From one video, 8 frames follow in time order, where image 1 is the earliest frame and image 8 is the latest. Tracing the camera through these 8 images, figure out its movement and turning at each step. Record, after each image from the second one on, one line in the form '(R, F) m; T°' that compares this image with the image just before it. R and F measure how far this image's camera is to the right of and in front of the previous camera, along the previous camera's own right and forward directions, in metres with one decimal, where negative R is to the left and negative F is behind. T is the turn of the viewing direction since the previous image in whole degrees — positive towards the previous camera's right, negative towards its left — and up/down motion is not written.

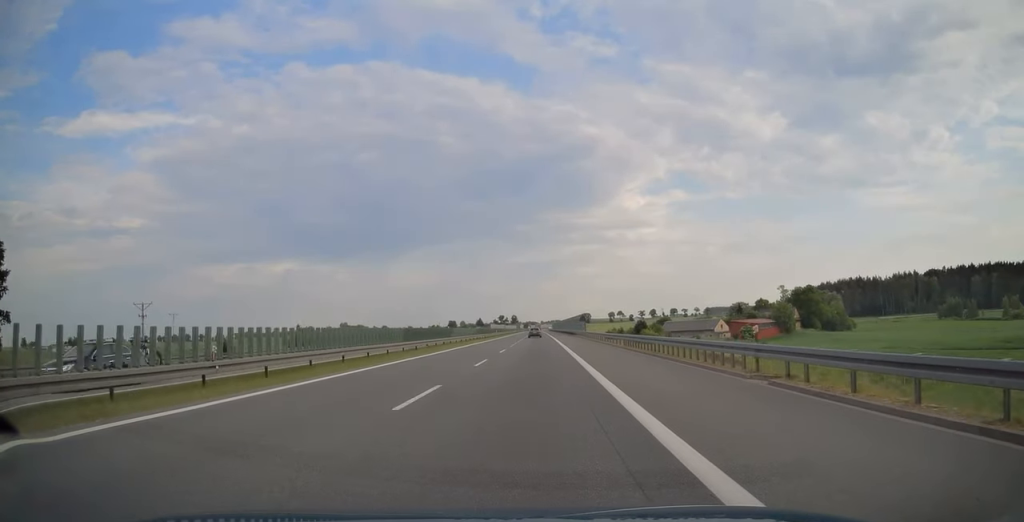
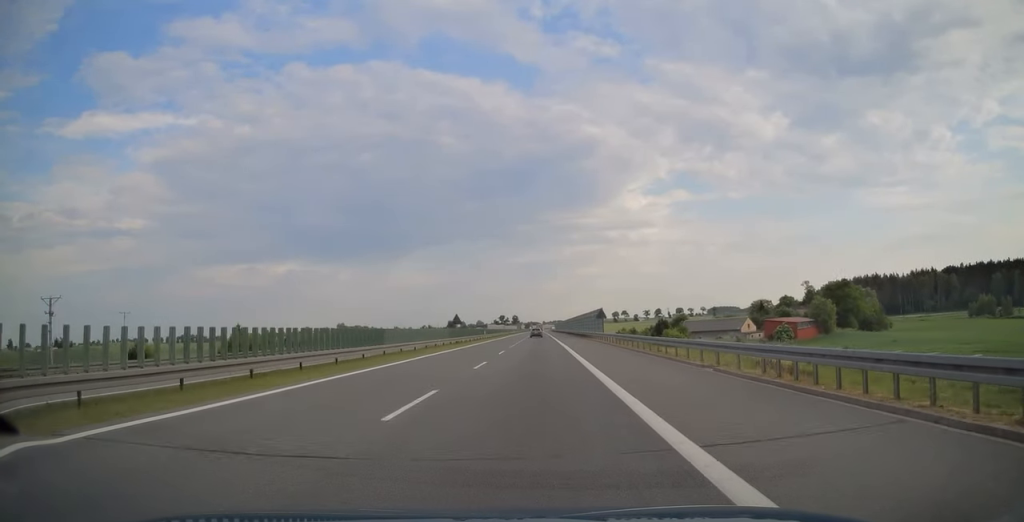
(-0.1, +25.2) m; 0°
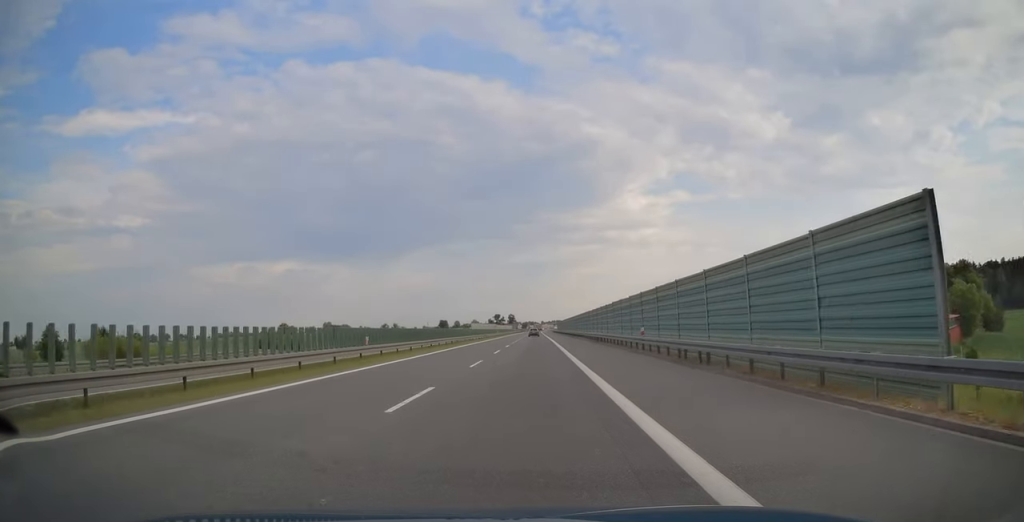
(0.0, +59.8) m; 0°
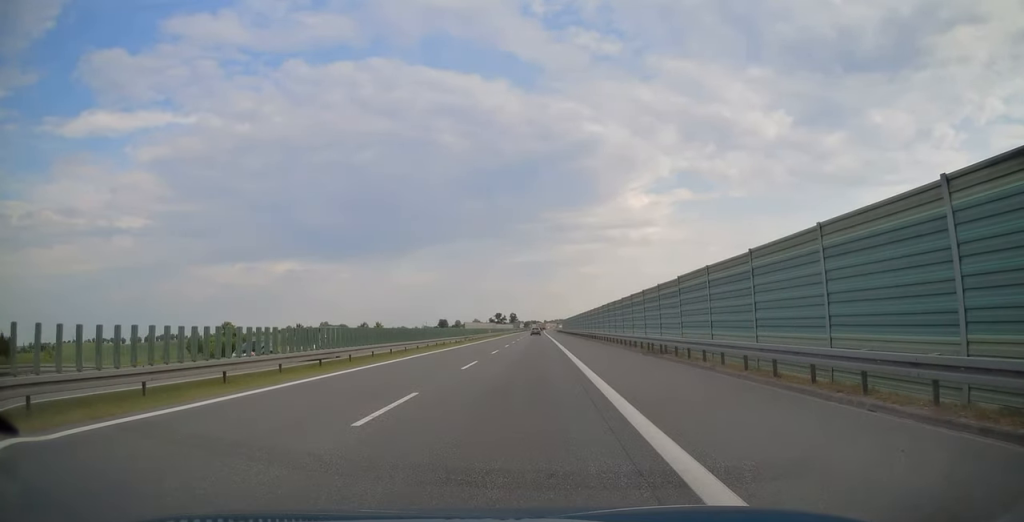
(0.0, +25.7) m; 0°
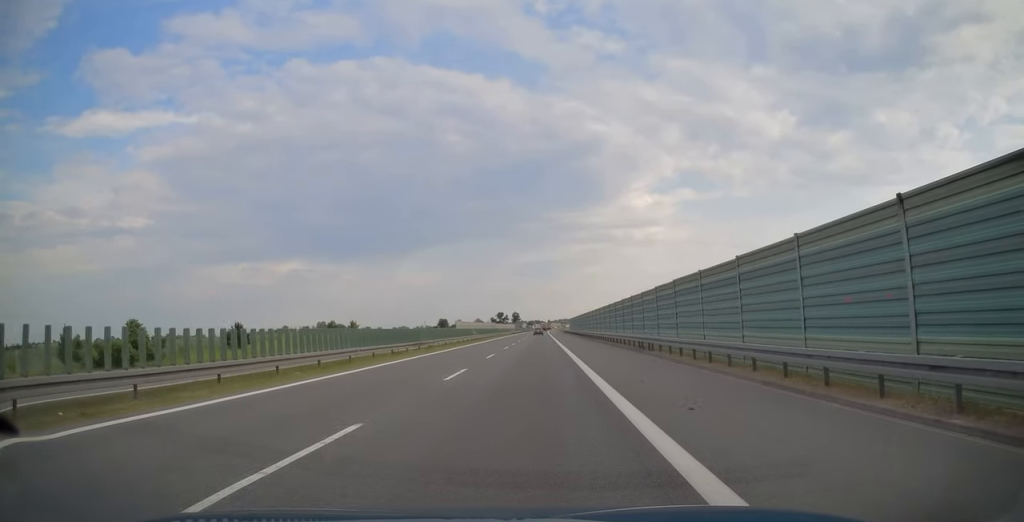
(0.0, +28.5) m; 0°
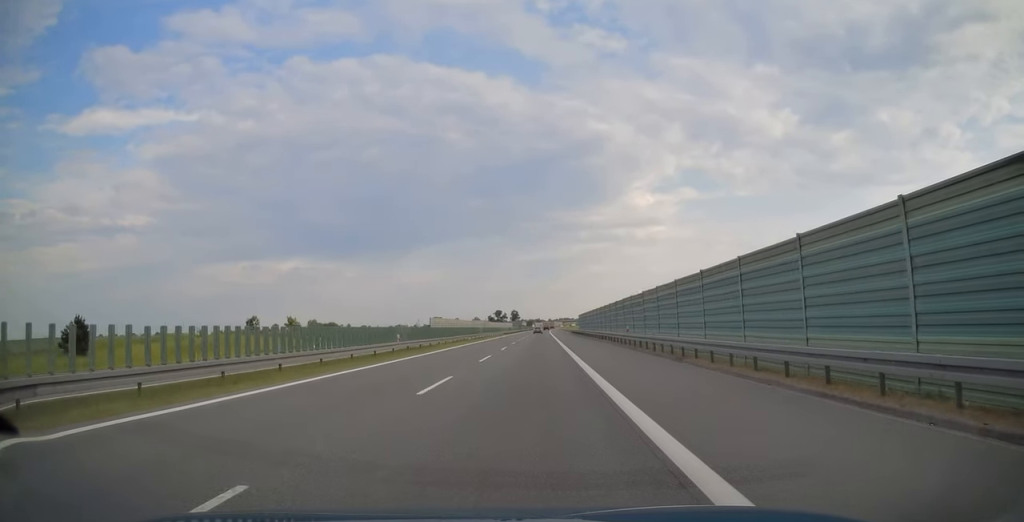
(-0.1, +39.9) m; 0°
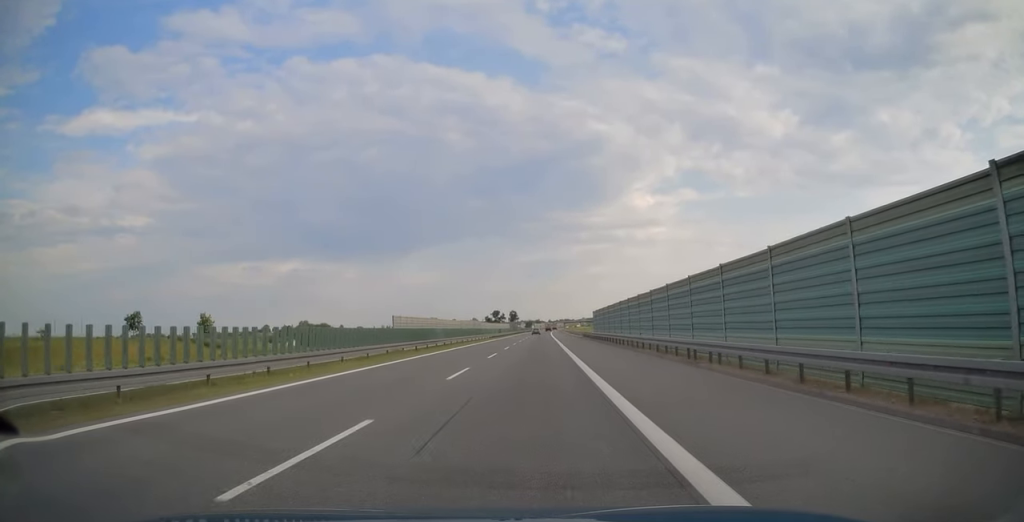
(0.0, +32.8) m; 0°
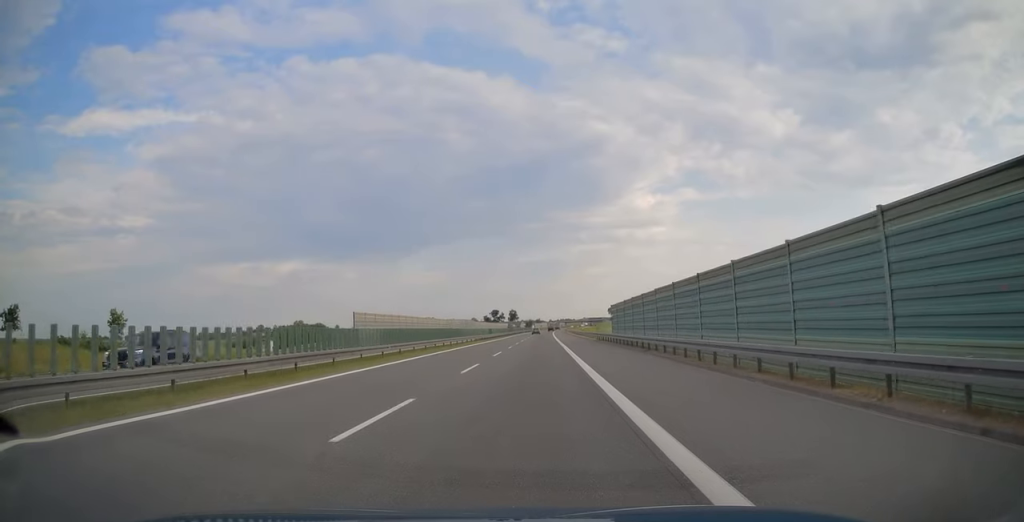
(0.0, +21.3) m; 0°
